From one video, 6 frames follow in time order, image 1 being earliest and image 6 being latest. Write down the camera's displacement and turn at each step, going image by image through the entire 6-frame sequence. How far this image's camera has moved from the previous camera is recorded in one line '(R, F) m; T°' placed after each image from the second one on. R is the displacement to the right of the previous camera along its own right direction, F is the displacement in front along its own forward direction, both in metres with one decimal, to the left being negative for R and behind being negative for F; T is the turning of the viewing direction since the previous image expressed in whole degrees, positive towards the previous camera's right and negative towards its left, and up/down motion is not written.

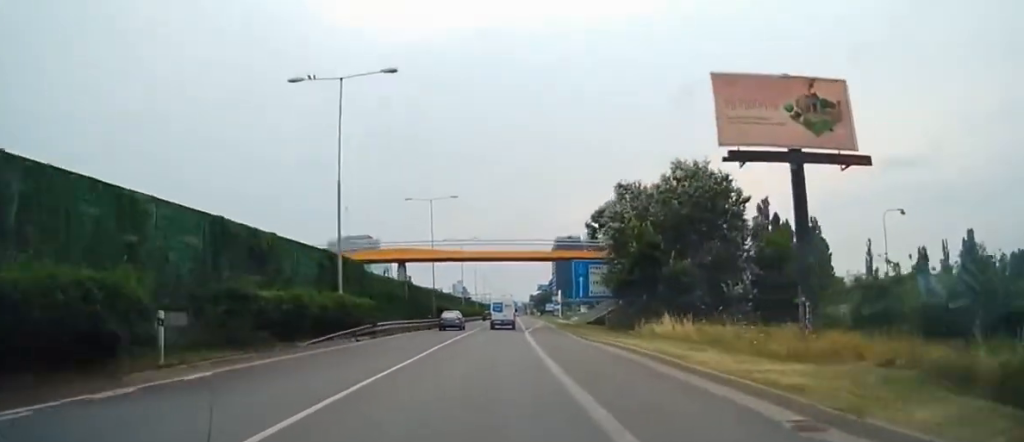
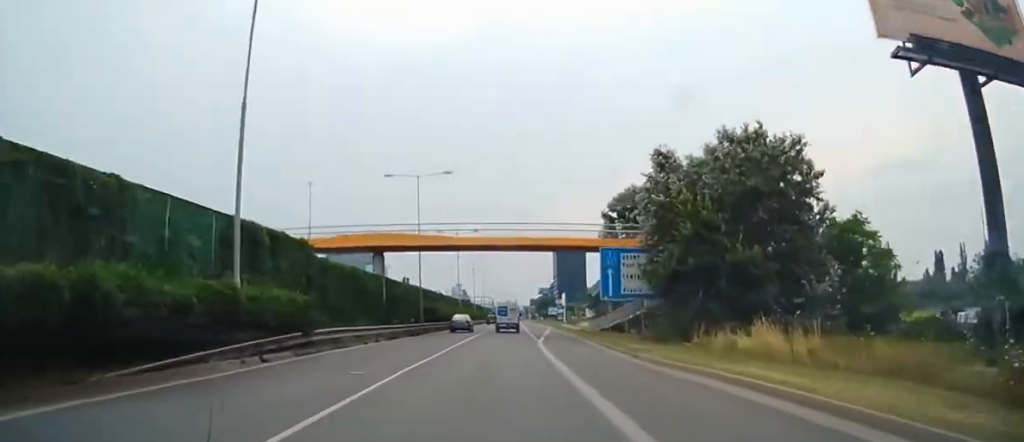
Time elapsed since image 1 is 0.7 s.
(0.0, +12.8) m; +2°
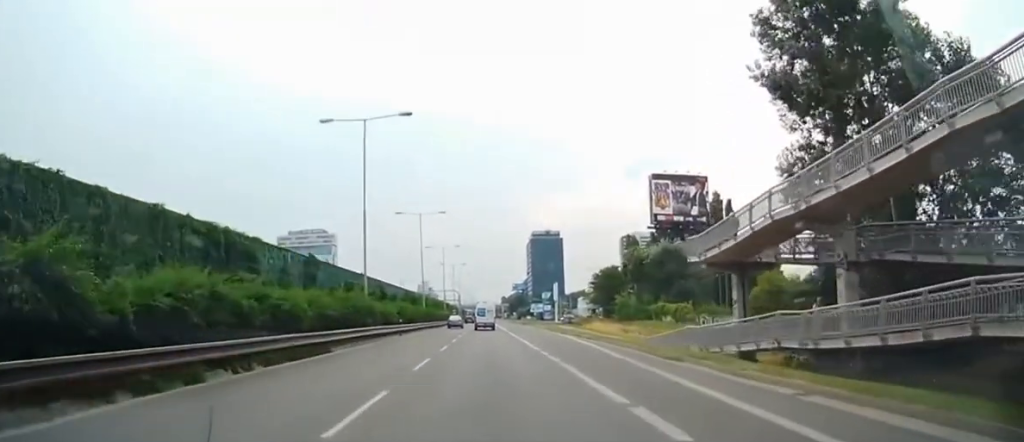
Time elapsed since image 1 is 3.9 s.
(+1.7, +47.9) m; +1°
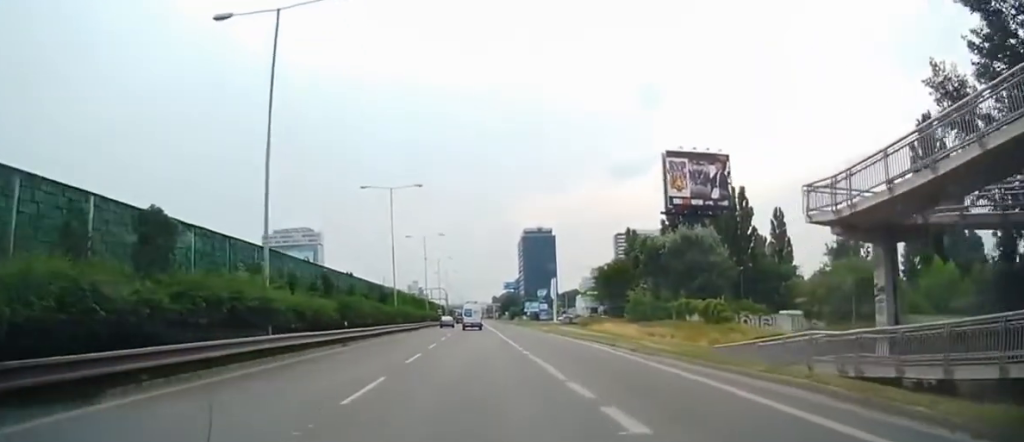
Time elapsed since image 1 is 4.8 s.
(+0.3, +13.5) m; +2°
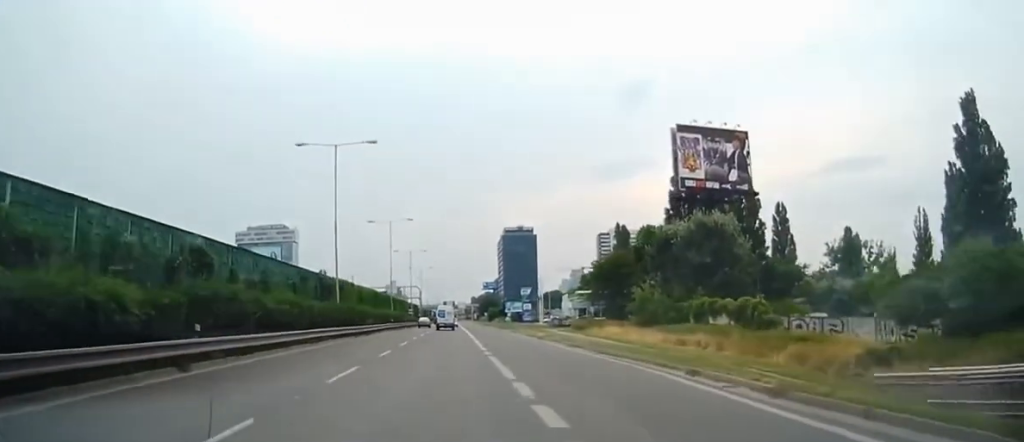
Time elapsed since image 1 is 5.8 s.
(+0.3, +14.5) m; -1°
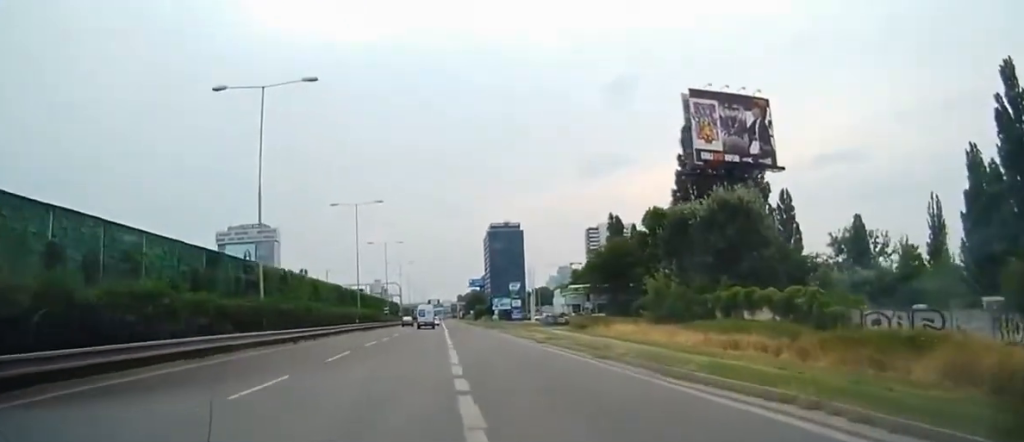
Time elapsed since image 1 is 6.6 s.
(-0.3, +12.4) m; +1°
